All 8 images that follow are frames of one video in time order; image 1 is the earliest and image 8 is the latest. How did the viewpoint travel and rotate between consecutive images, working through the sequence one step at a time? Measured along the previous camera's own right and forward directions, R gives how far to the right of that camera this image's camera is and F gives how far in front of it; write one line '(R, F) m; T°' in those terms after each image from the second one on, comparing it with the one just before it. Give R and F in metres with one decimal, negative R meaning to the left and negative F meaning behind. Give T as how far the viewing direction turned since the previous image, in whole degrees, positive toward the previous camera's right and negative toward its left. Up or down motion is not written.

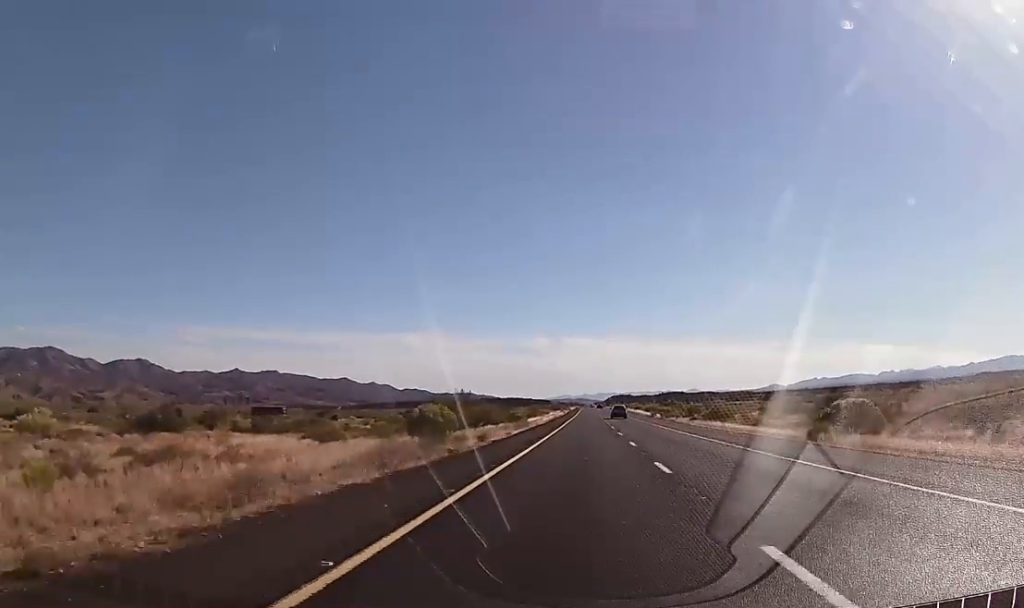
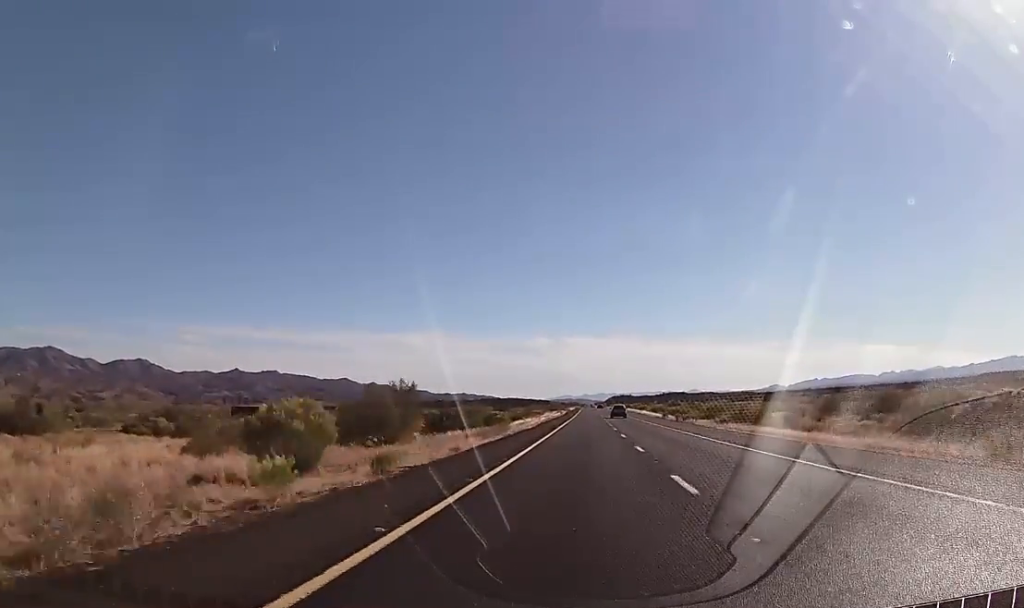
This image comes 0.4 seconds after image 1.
(0.0, +16.4) m; 0°
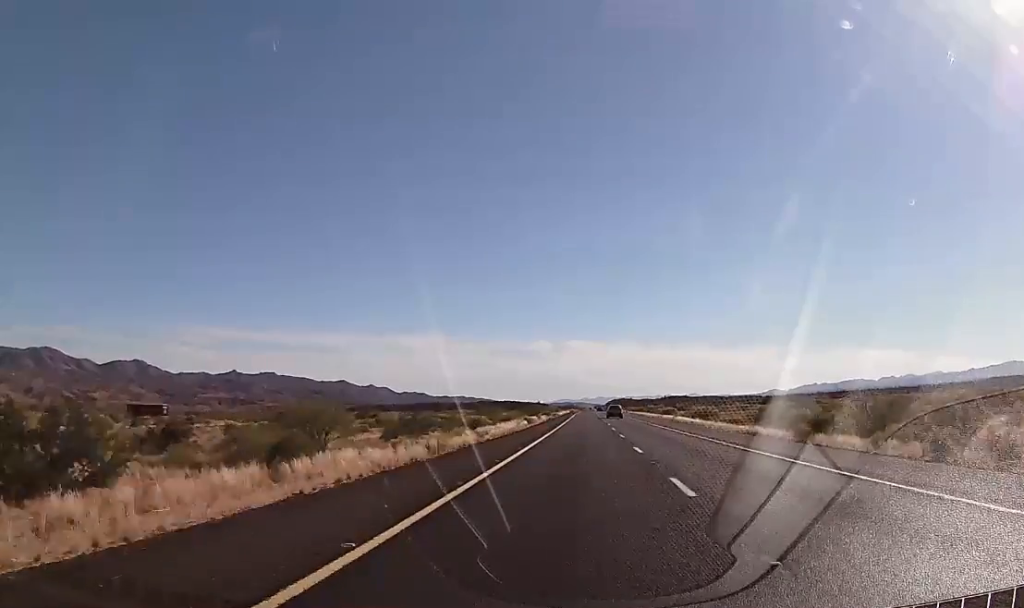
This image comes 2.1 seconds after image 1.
(+0.6, +63.3) m; 0°
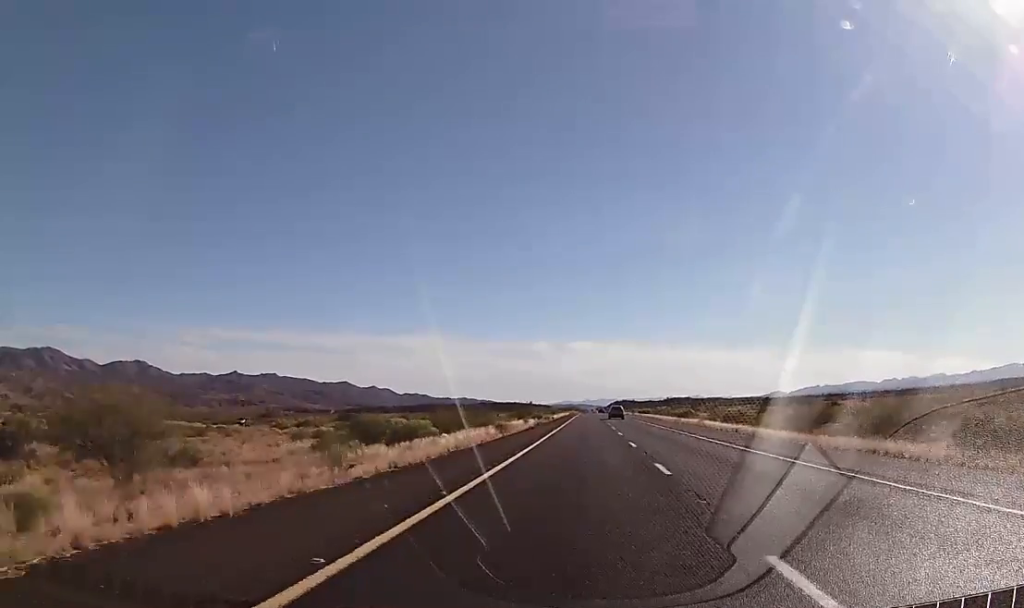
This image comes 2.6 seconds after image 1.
(-0.2, +20.3) m; 0°
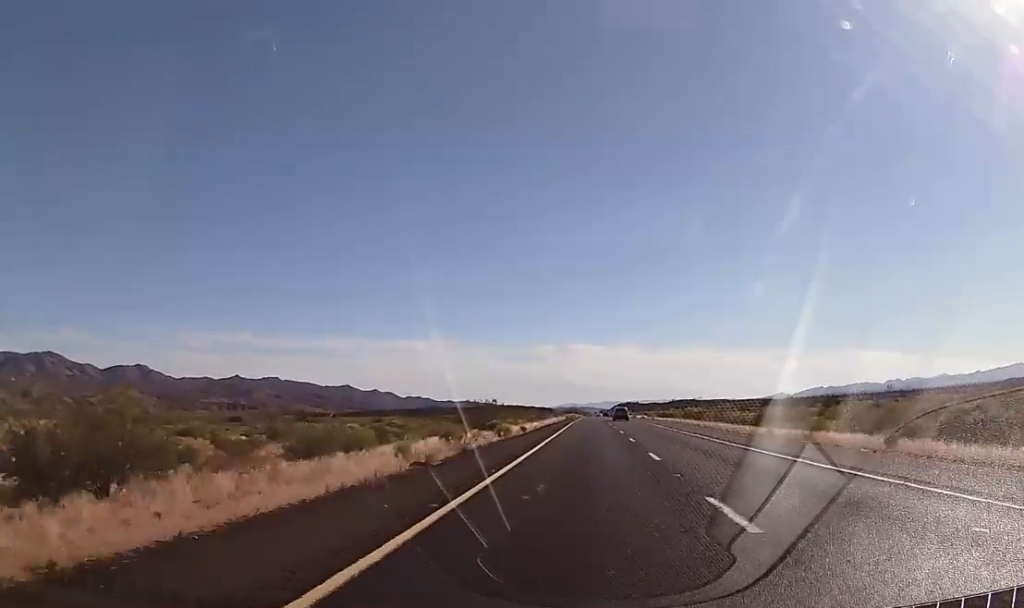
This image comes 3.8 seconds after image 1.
(-0.2, +44.2) m; 0°
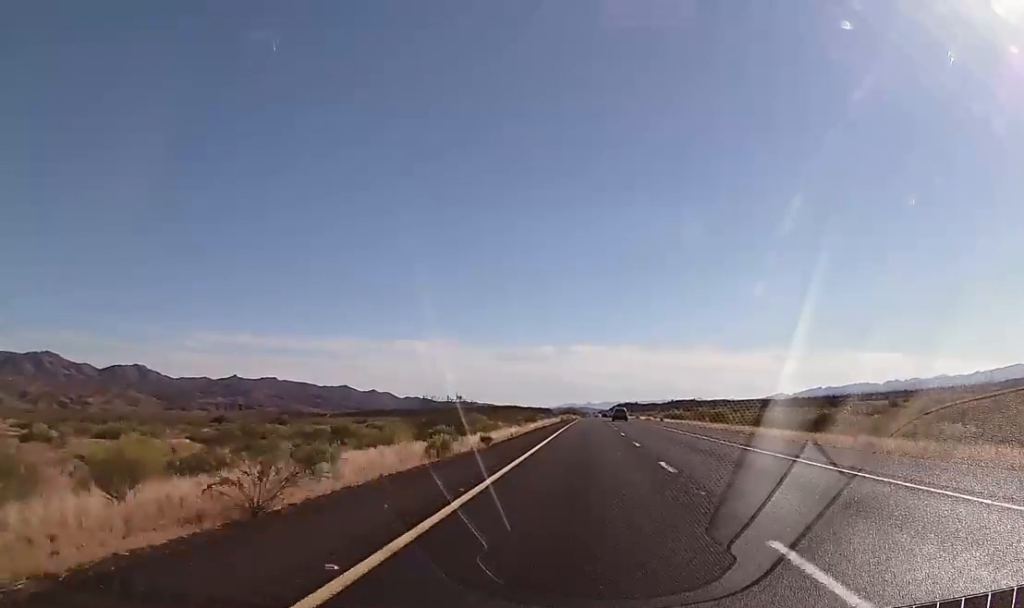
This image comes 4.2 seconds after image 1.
(0.0, +16.3) m; 0°
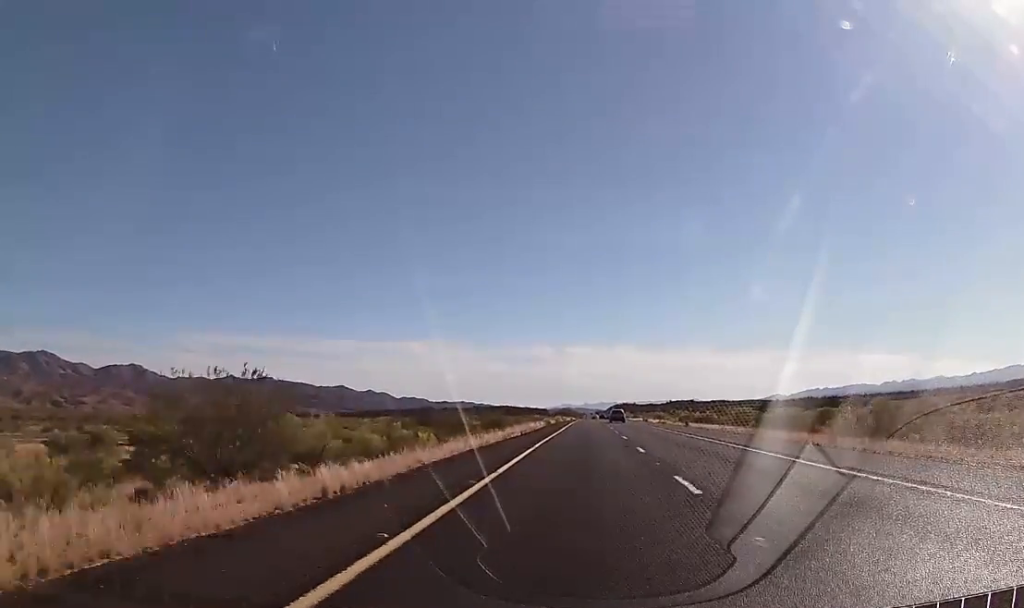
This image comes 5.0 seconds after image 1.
(-0.1, +28.8) m; +1°
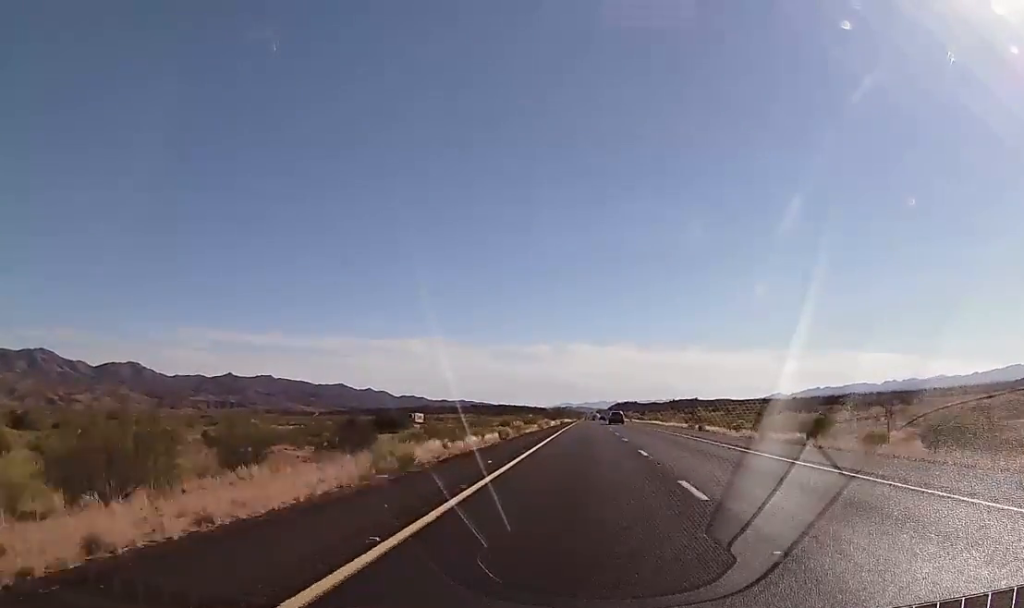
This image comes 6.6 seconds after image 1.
(+0.1, +61.5) m; 0°
